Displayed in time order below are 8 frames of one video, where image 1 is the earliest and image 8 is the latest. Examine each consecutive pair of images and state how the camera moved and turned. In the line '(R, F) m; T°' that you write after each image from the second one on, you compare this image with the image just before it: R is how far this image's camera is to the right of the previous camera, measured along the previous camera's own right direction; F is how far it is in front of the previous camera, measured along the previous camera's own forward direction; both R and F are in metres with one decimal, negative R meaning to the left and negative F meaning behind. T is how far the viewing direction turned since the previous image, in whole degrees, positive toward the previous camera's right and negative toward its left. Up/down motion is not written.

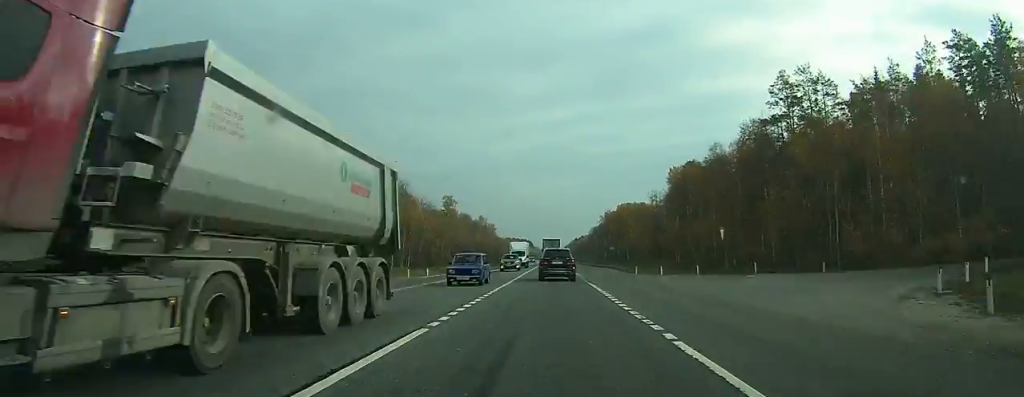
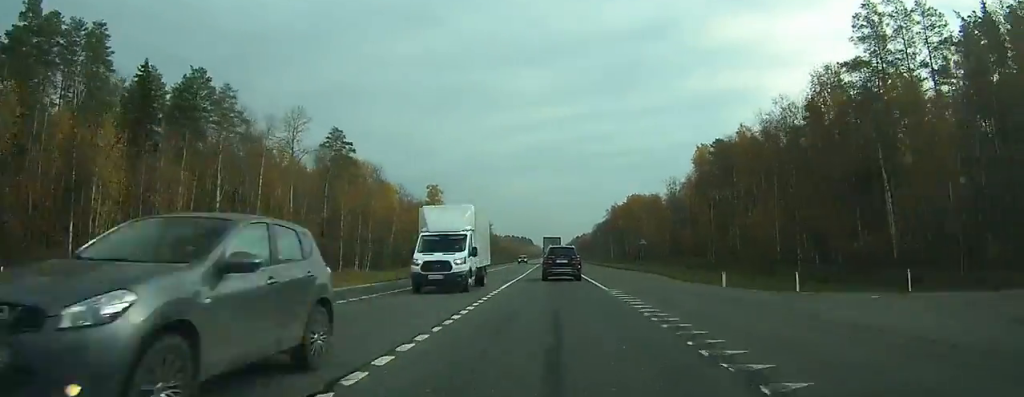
(-0.1, +22.4) m; 0°
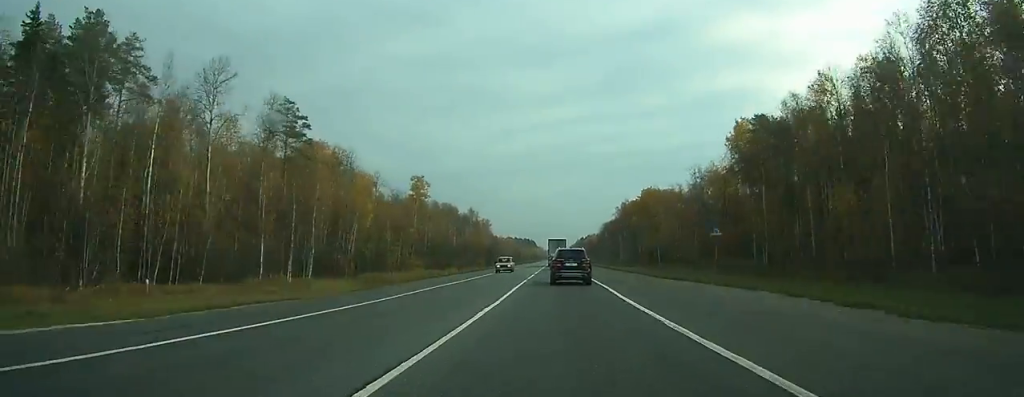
(0.0, +20.0) m; 0°
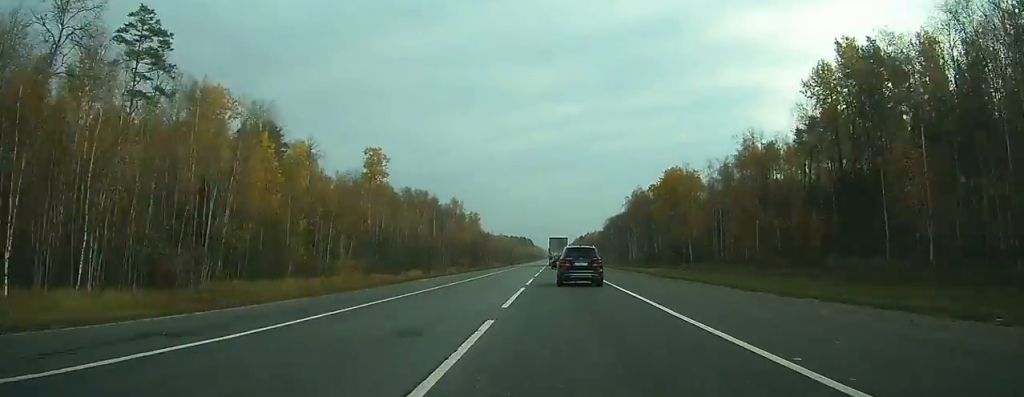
(0.0, +31.6) m; 0°
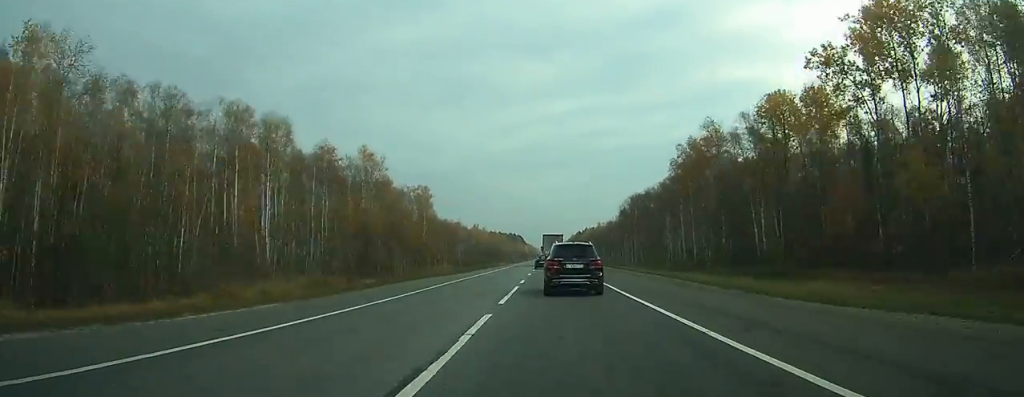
(+0.4, +81.6) m; +1°
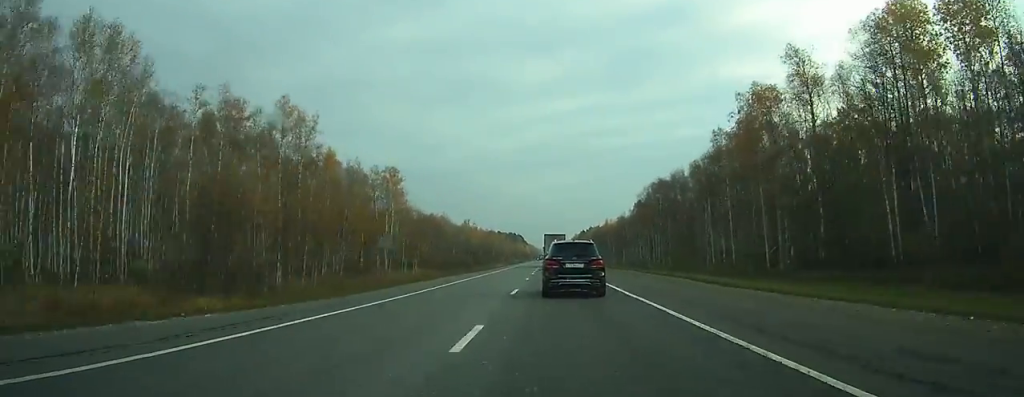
(+0.1, +33.4) m; 0°
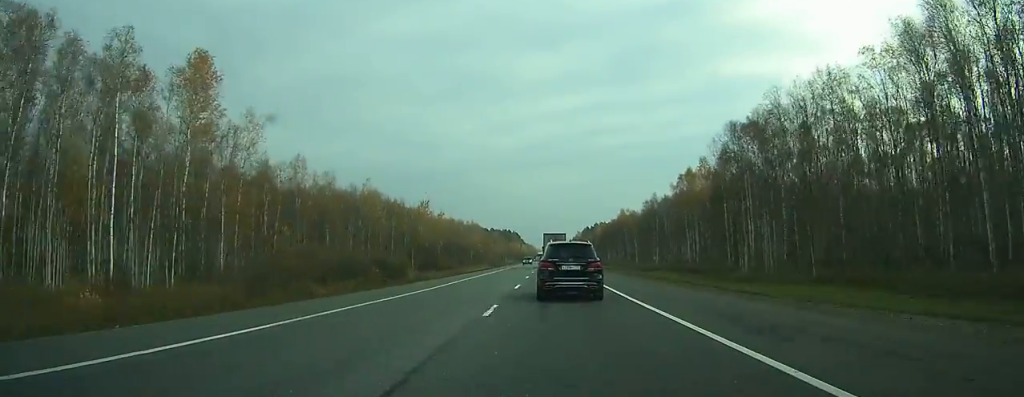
(-0.2, +74.5) m; 0°
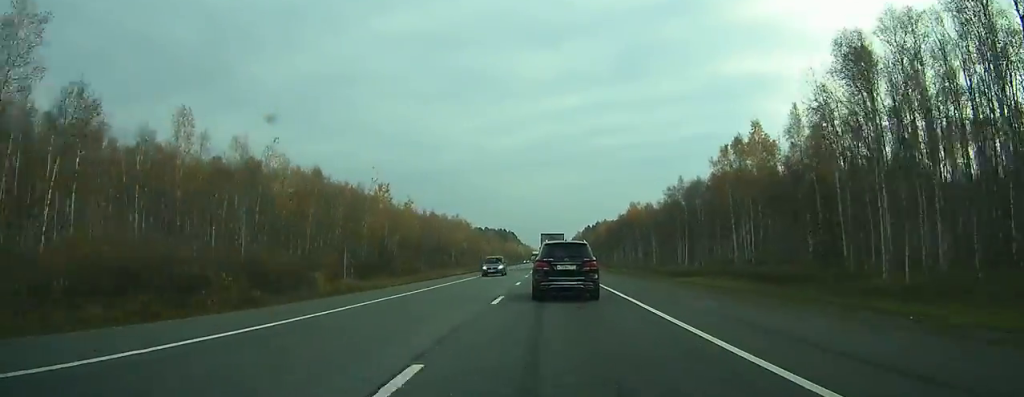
(0.0, +37.4) m; 0°
